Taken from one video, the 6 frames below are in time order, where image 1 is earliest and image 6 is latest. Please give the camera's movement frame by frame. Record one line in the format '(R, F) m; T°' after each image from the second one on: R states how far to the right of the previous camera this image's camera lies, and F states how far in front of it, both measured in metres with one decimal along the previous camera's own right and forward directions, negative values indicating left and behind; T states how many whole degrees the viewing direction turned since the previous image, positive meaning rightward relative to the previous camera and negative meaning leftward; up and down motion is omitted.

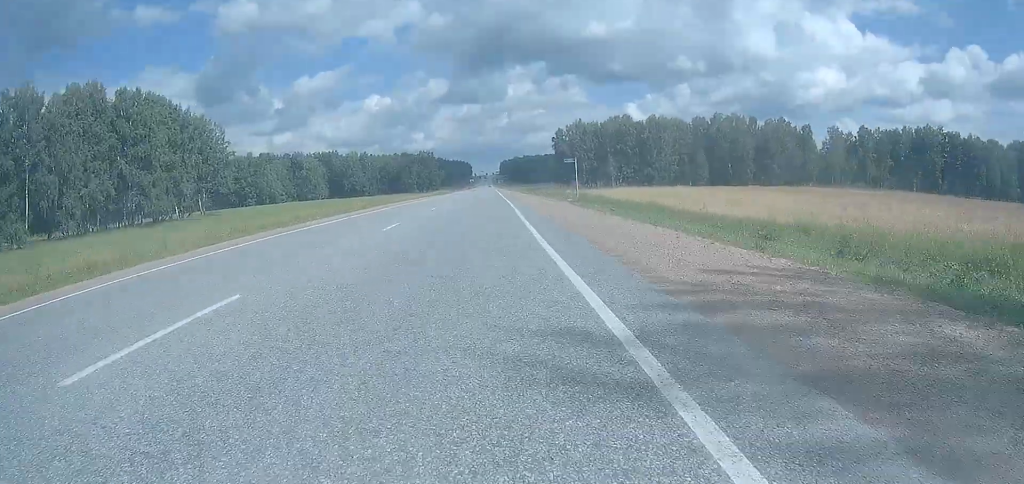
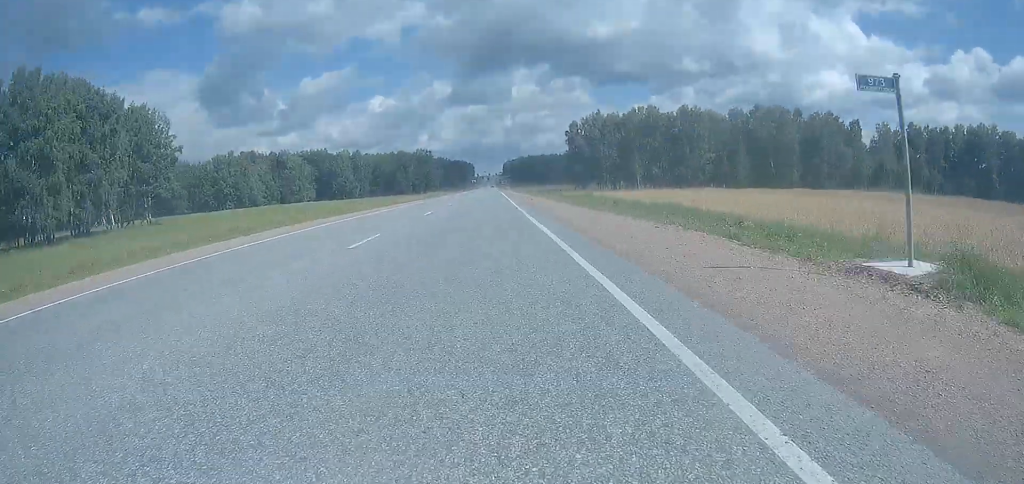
(0.0, +27.9) m; 0°
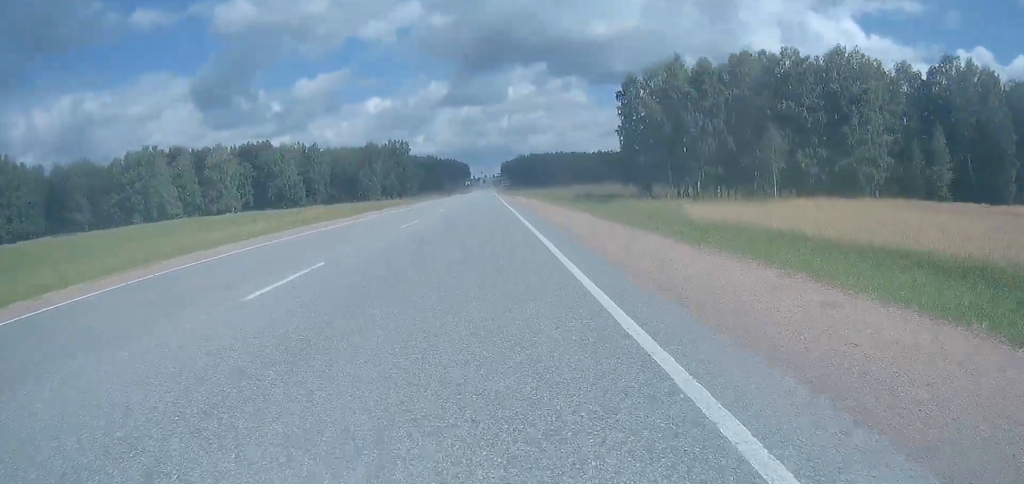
(-0.1, +76.0) m; 0°
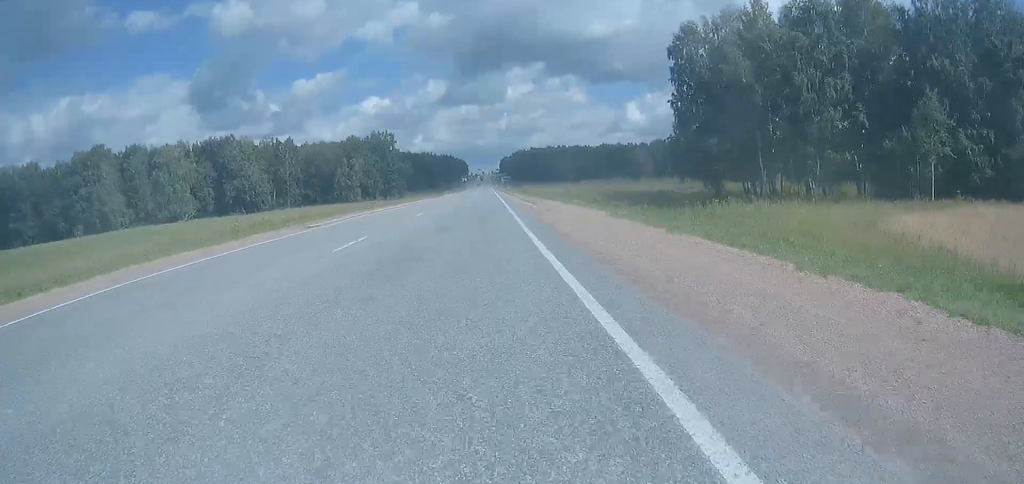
(0.0, +31.0) m; 0°
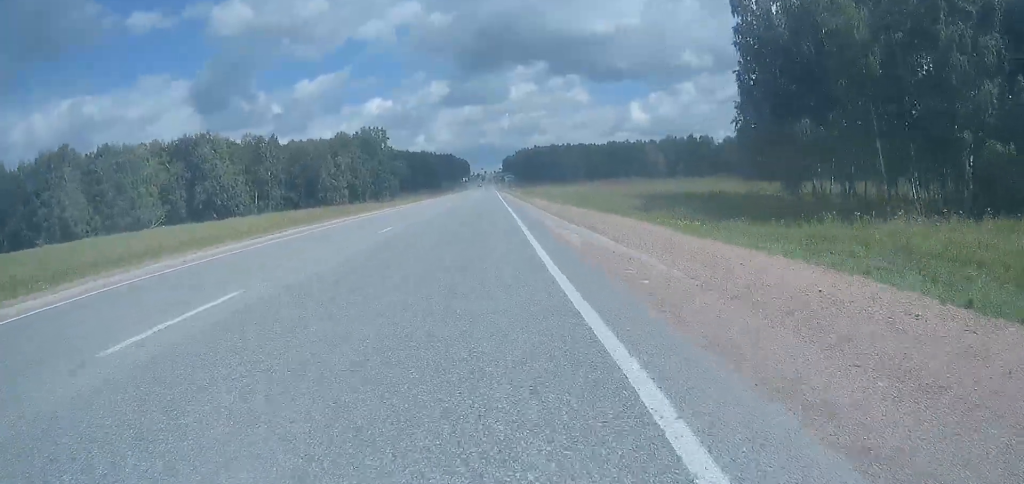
(0.0, +18.8) m; 0°
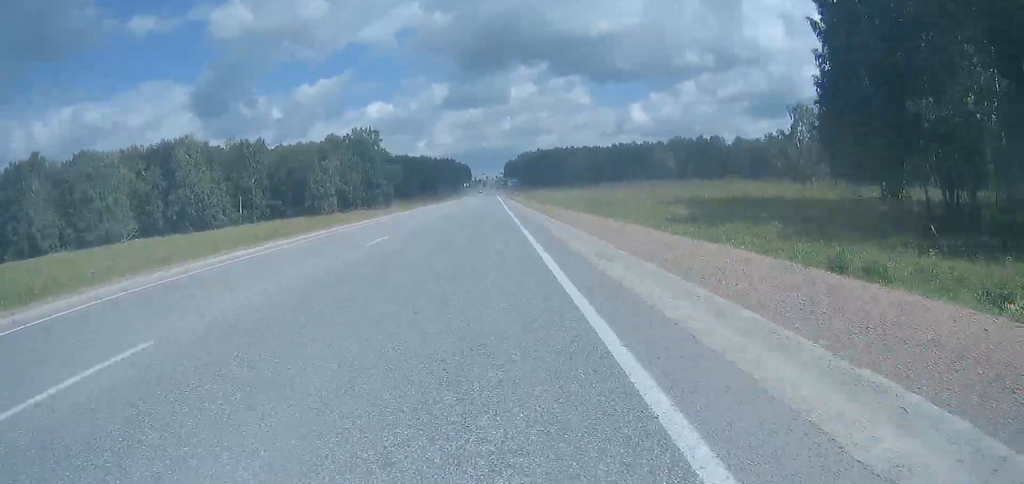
(0.0, +14.0) m; 0°
